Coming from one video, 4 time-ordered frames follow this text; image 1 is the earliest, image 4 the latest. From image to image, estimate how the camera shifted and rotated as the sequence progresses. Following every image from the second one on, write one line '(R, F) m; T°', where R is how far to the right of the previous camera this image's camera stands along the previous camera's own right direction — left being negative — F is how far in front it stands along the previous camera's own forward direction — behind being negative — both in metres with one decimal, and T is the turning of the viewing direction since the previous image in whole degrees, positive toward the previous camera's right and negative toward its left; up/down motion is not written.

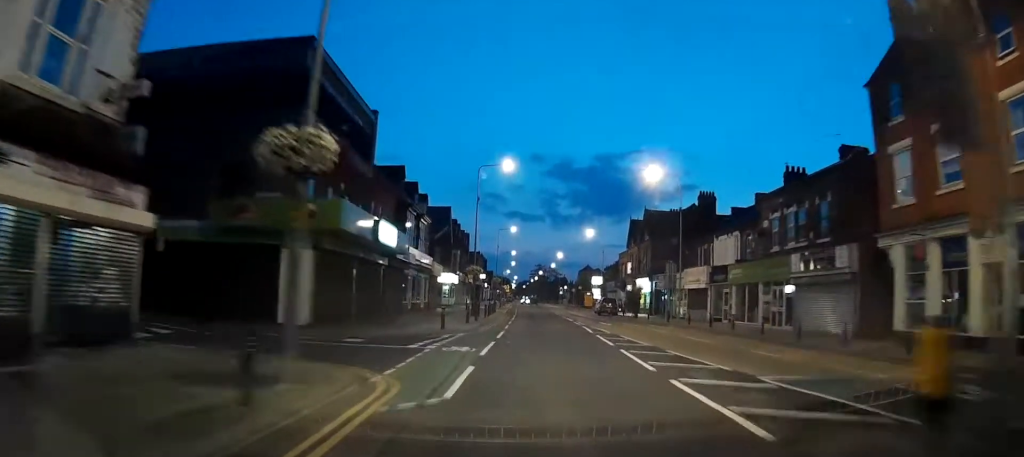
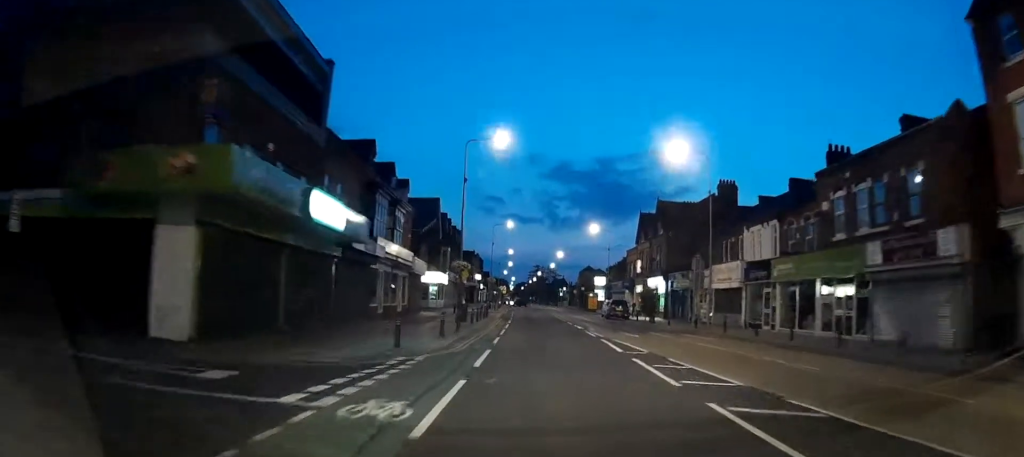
(0.0, +7.6) m; -1°
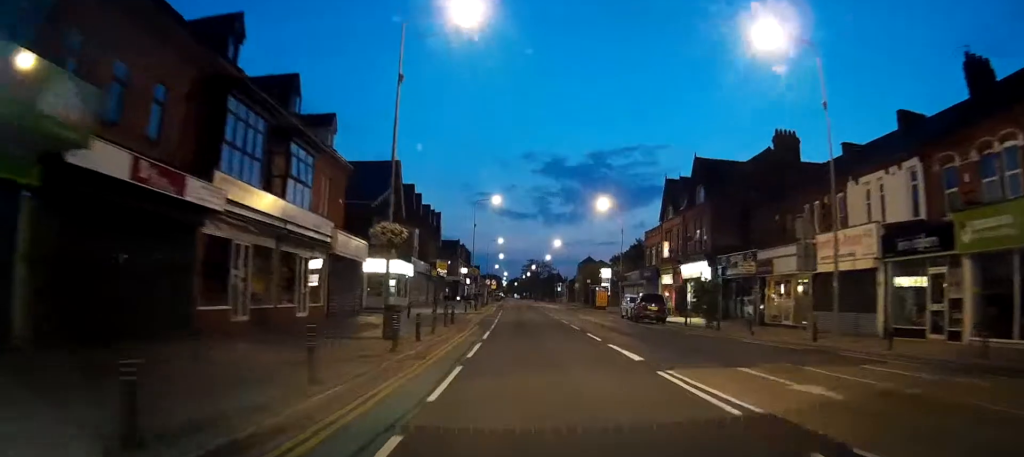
(+0.5, +15.6) m; +4°
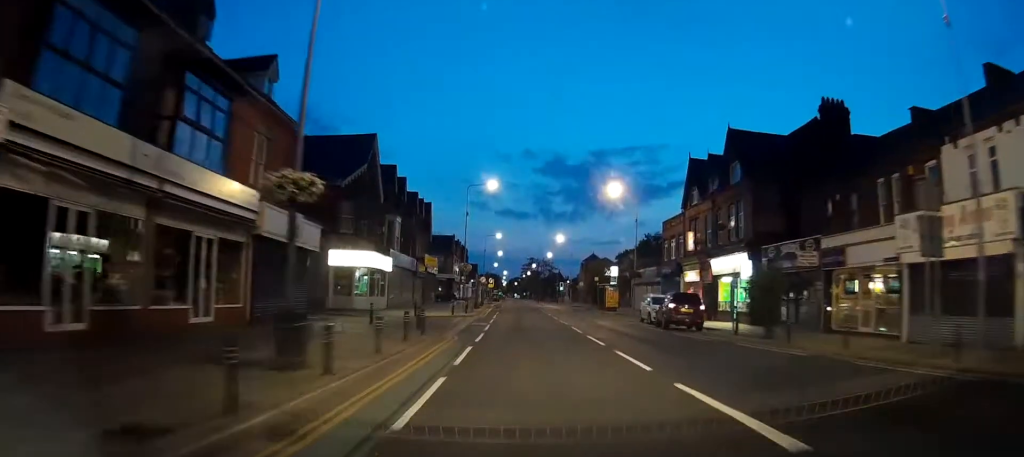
(0.0, +7.7) m; +1°
